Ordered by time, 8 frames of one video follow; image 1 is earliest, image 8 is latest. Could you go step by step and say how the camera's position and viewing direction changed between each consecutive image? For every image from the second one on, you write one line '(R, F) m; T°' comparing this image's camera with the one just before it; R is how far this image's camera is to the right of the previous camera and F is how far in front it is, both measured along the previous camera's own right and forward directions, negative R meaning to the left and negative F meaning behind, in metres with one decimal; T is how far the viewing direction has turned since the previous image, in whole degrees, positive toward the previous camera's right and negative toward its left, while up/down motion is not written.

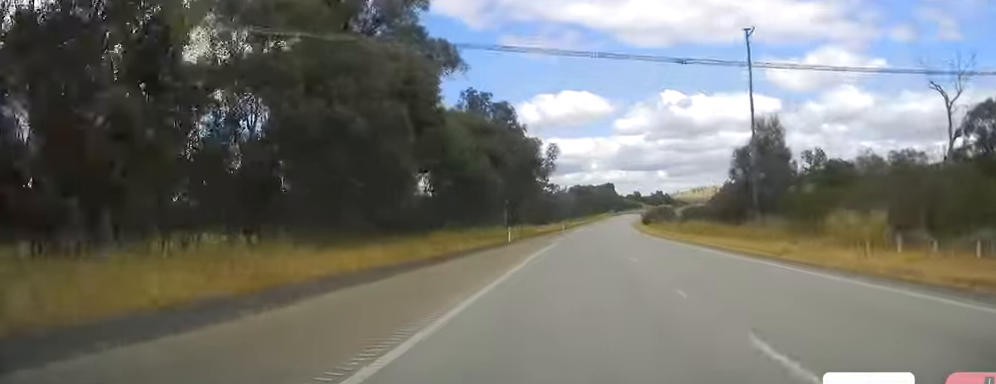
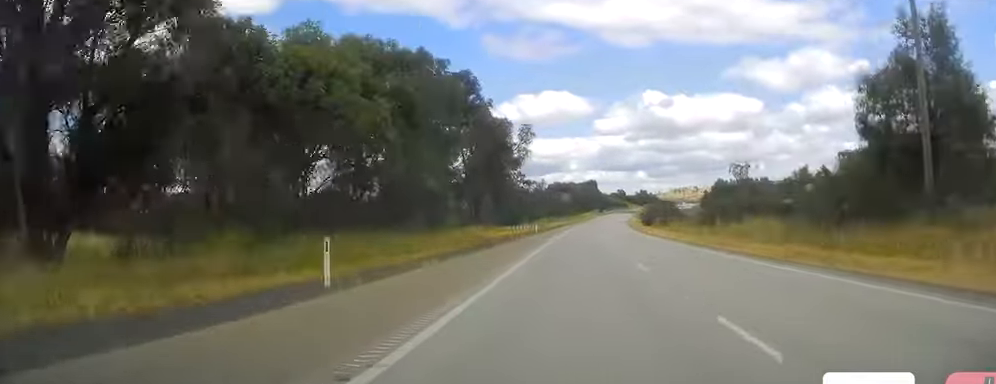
(+0.1, +33.6) m; +1°
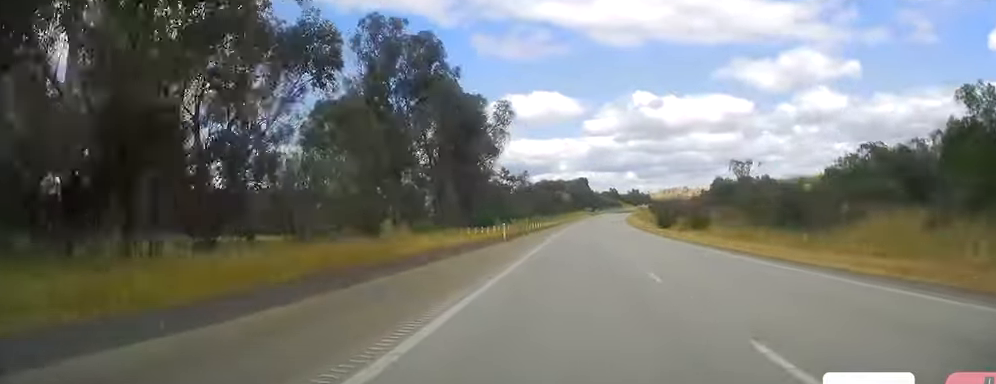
(+0.5, +26.8) m; +2°
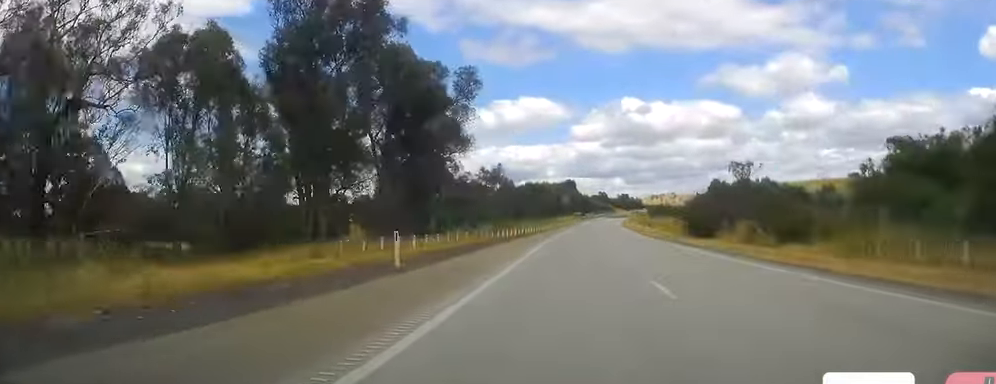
(+0.5, +26.8) m; +1°
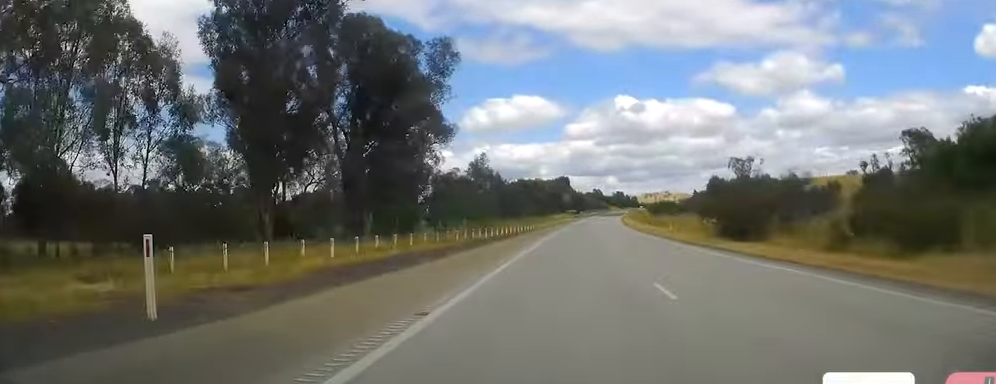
(+0.3, +12.5) m; 0°
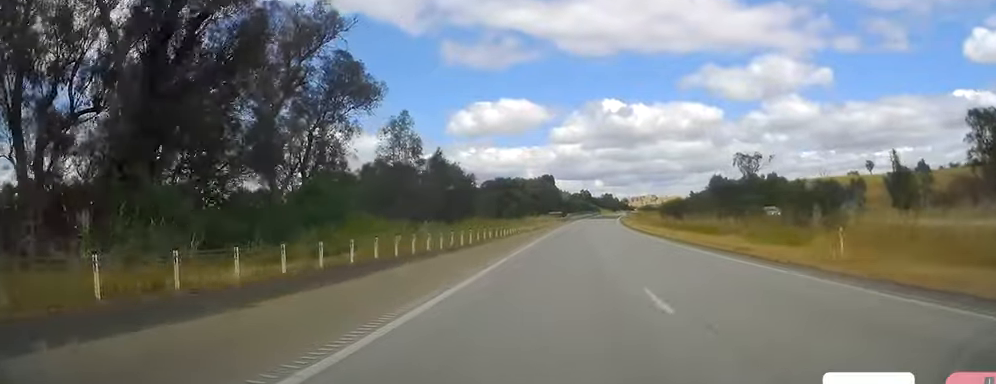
(-0.4, +37.4) m; +1°
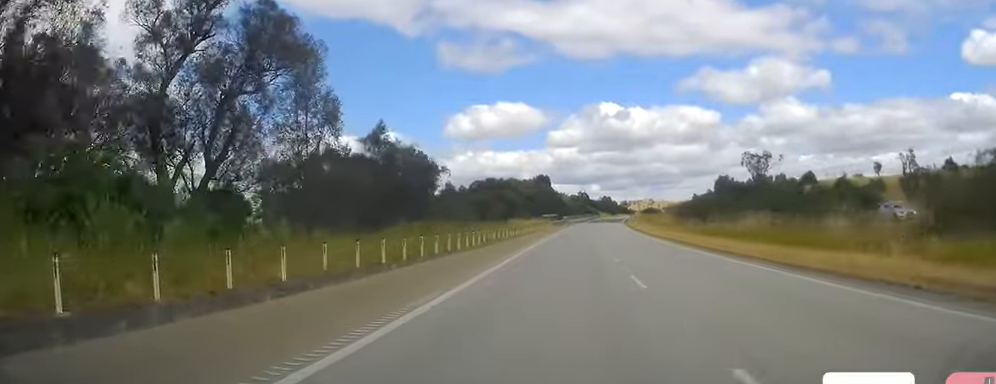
(+0.2, +19.2) m; +2°
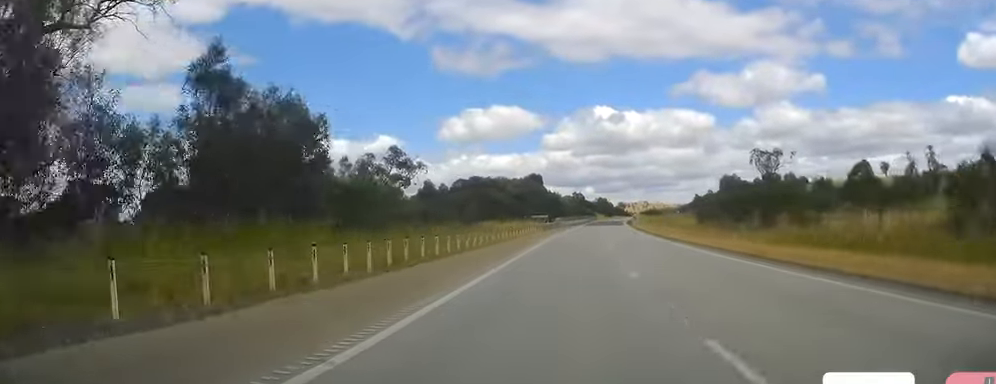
(+0.5, +22.1) m; 0°
